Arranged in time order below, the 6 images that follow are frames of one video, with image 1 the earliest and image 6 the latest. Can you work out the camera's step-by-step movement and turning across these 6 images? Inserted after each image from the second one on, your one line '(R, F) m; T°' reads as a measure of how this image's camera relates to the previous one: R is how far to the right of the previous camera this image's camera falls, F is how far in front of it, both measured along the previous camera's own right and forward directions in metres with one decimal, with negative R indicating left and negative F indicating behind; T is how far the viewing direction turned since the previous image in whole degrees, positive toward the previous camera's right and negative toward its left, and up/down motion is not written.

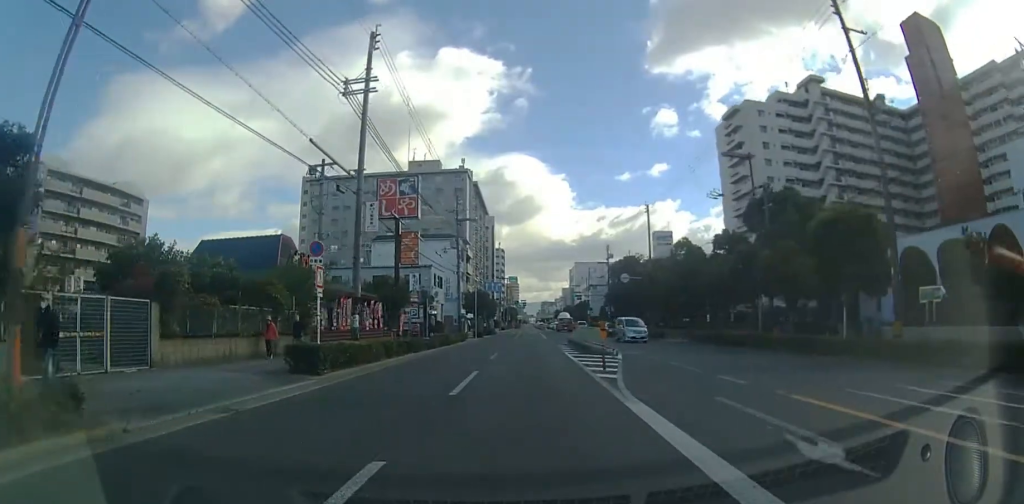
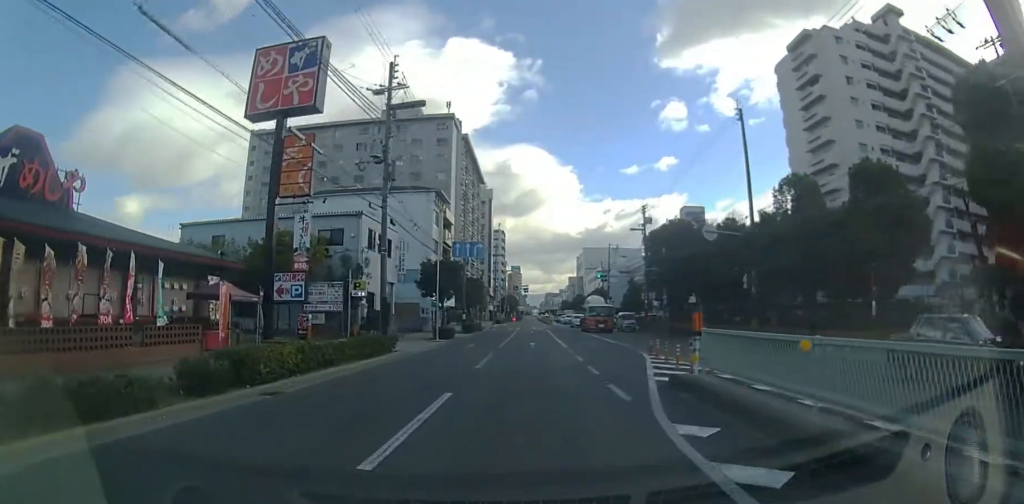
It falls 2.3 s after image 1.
(+0.9, +23.6) m; +4°
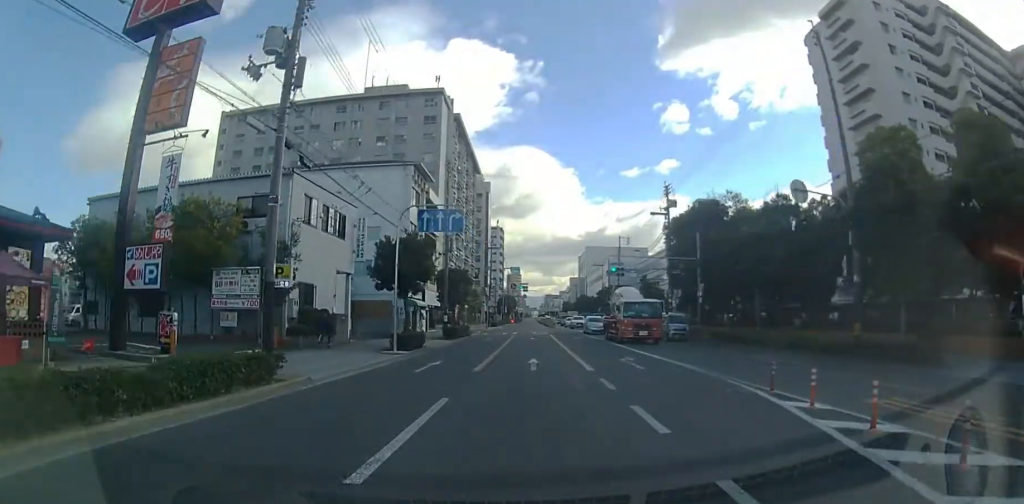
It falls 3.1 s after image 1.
(-0.1, +10.3) m; -1°
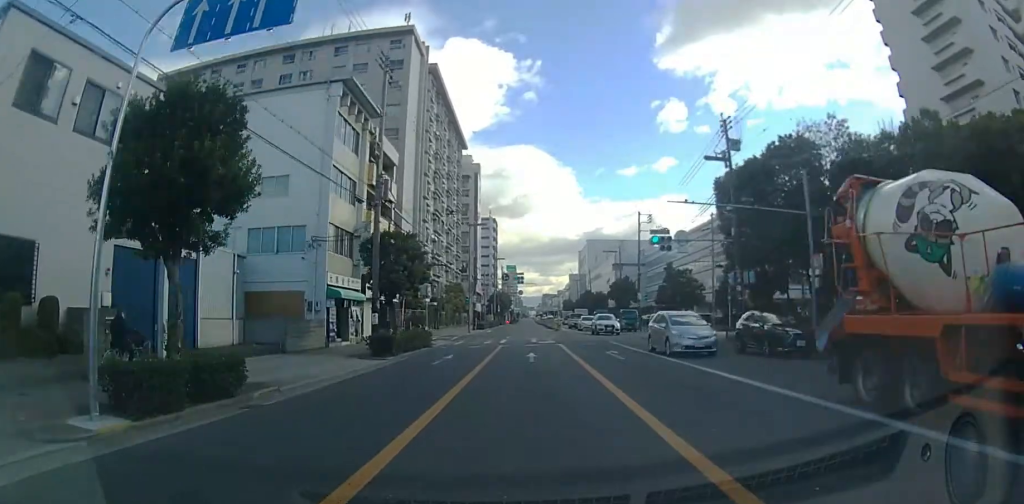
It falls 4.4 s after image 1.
(-0.1, +16.1) m; 0°
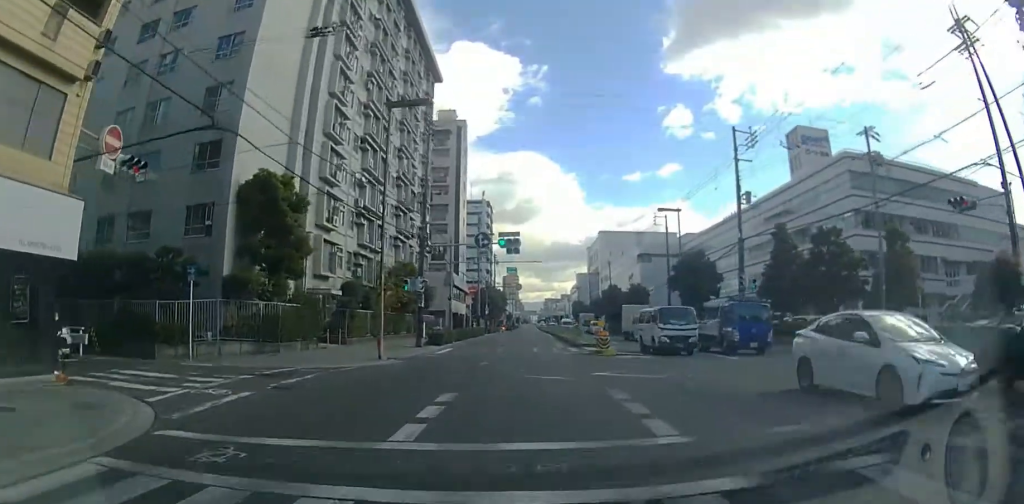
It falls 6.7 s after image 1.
(0.0, +31.6) m; 0°
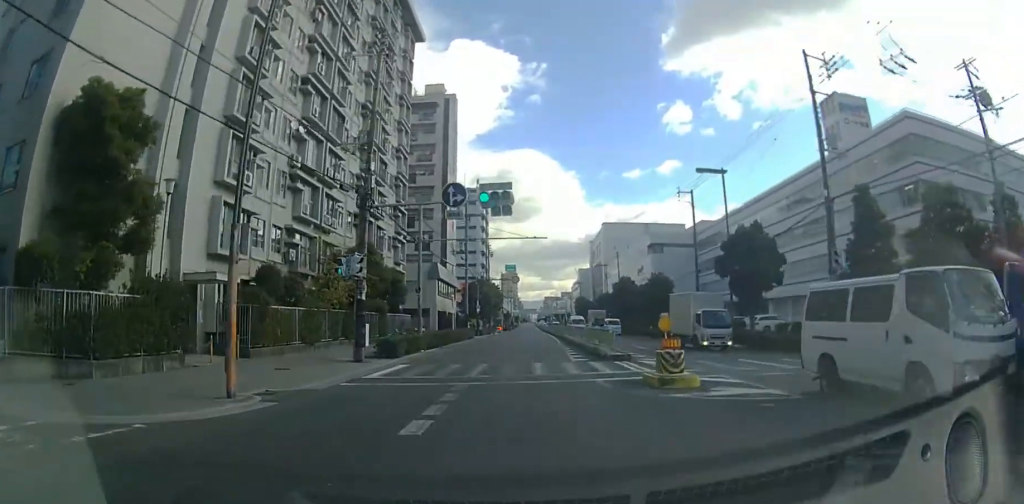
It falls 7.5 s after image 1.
(0.0, +10.6) m; -1°
